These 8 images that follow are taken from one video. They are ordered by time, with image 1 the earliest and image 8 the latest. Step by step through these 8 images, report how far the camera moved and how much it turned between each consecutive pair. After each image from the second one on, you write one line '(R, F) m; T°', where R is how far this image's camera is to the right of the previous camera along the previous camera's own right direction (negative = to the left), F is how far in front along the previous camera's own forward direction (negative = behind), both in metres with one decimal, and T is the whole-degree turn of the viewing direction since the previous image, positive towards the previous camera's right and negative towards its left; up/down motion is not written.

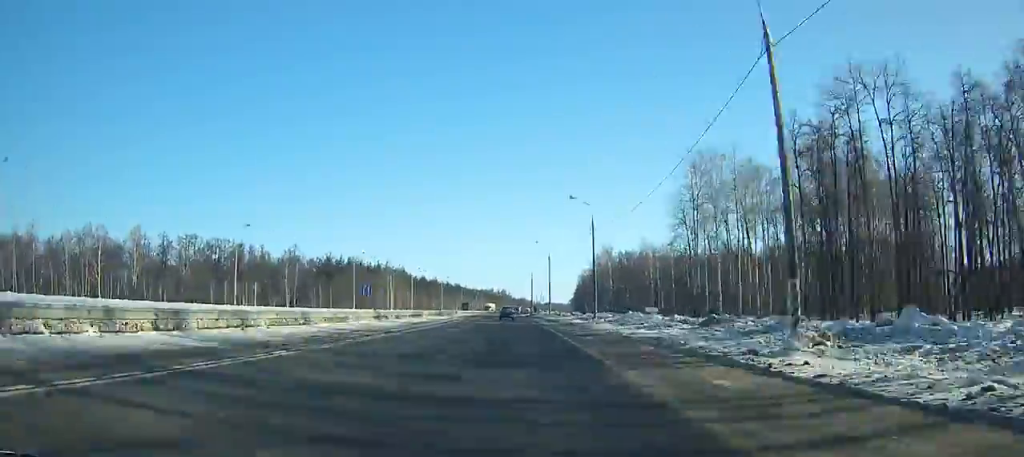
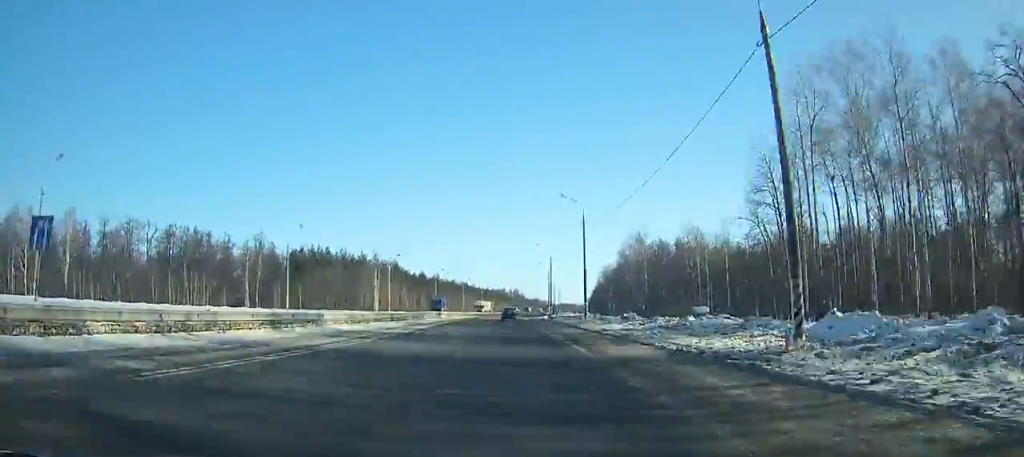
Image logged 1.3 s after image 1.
(0.0, +34.3) m; -1°
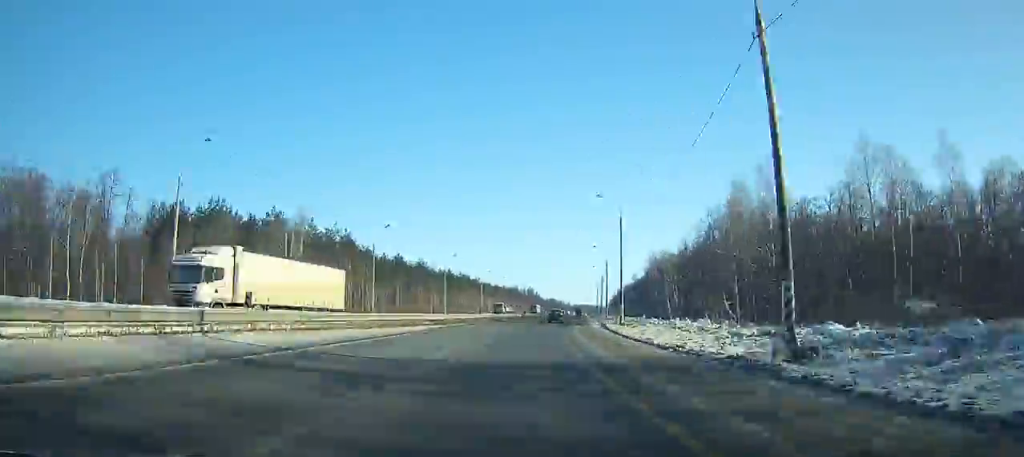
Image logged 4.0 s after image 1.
(-1.5, +70.7) m; 0°
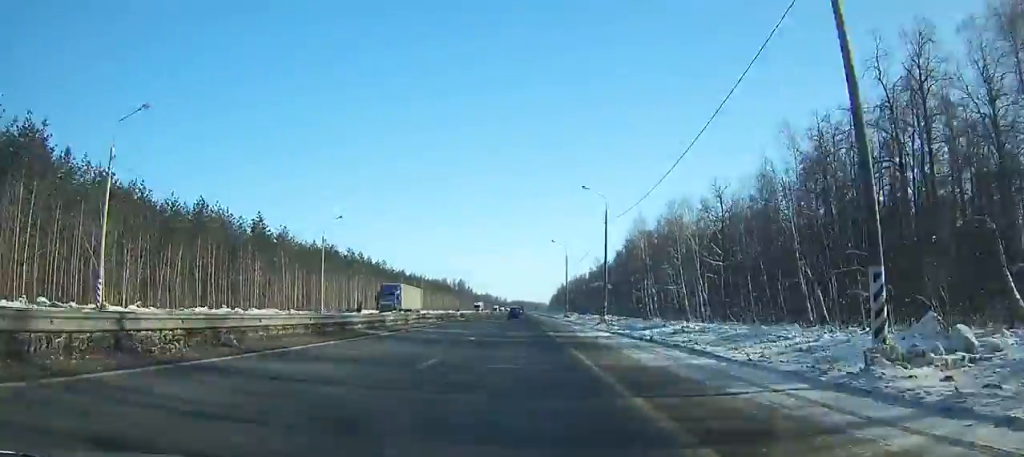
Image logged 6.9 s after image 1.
(+1.3, +75.6) m; +2°
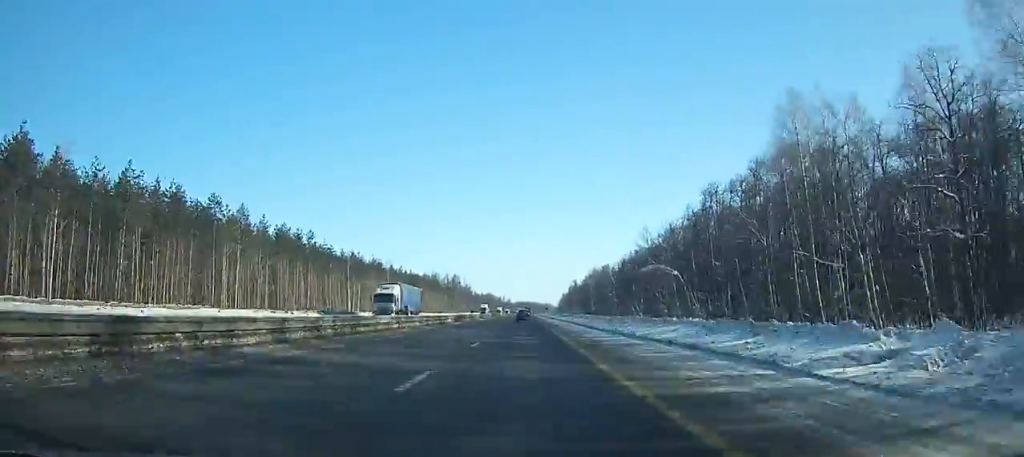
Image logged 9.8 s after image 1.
(+1.2, +75.9) m; +1°
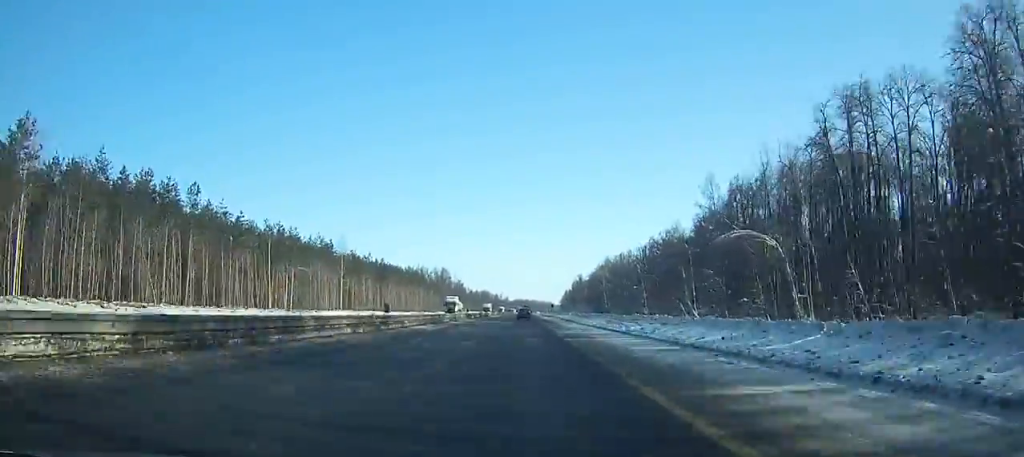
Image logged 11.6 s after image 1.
(+0.2, +47.3) m; 0°
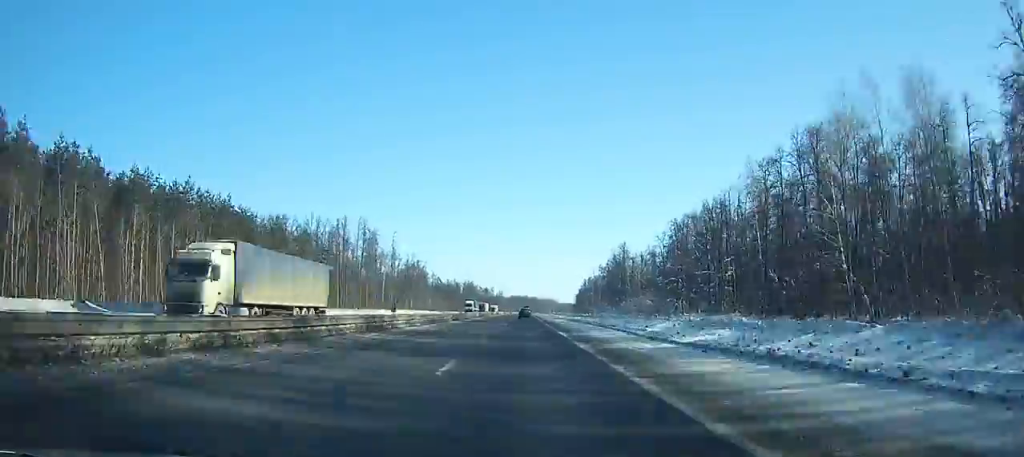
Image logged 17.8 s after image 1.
(+1.0, +165.6) m; +1°
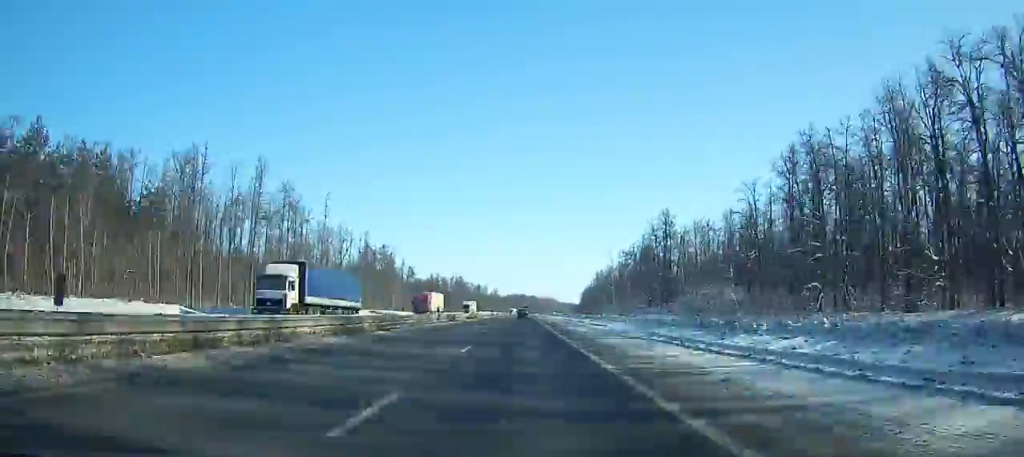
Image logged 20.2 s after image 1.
(+0.2, +65.0) m; 0°
